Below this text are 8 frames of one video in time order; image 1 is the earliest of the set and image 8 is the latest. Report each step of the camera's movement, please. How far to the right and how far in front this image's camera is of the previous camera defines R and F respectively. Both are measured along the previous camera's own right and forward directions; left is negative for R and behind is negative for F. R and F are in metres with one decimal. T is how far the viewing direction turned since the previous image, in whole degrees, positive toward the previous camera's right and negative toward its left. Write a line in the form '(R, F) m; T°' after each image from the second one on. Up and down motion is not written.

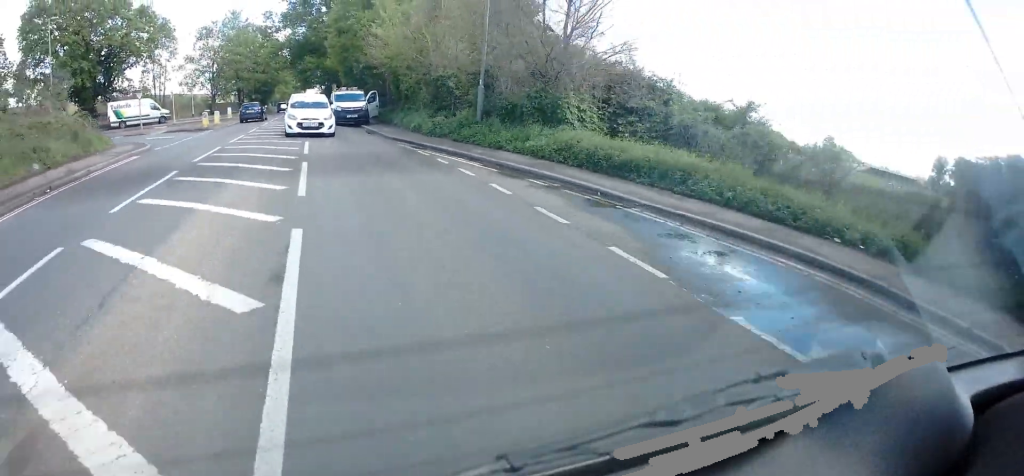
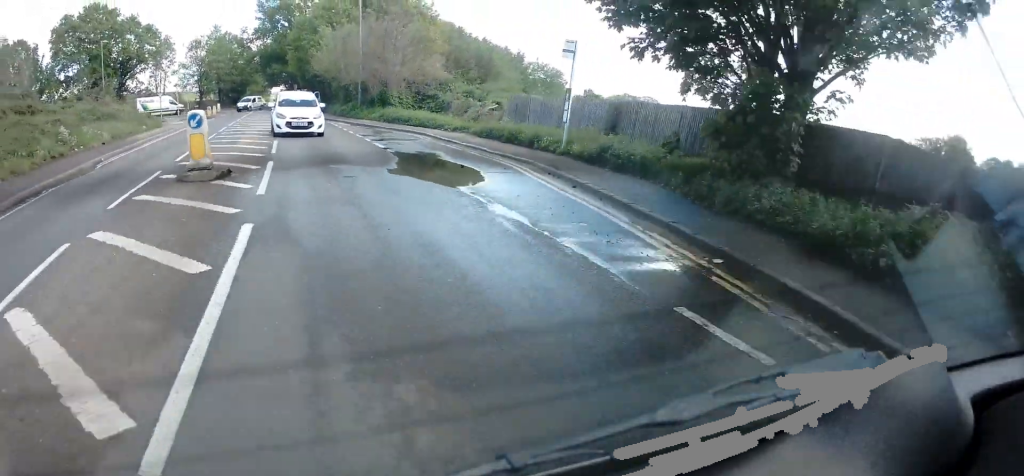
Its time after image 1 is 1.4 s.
(+0.7, +18.3) m; +4°
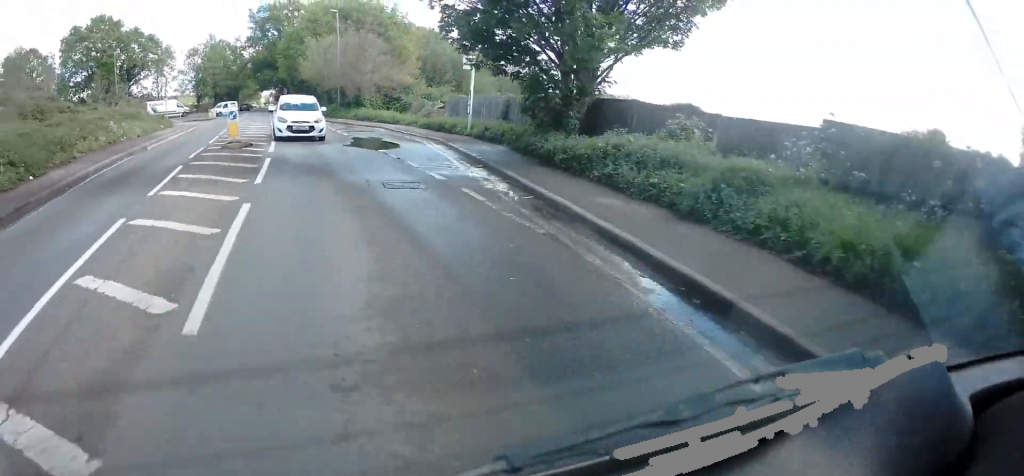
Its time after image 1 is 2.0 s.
(+0.1, +7.3) m; +1°
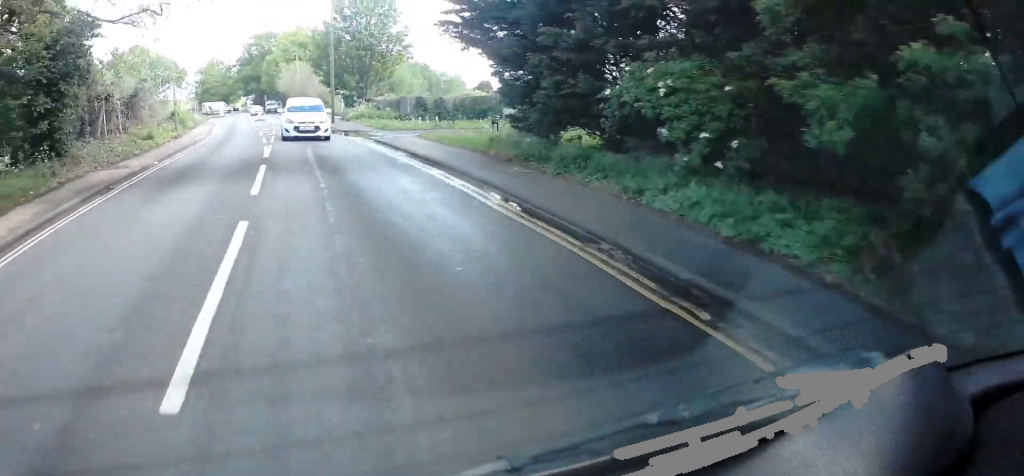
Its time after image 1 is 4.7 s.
(+1.3, +35.8) m; +3°
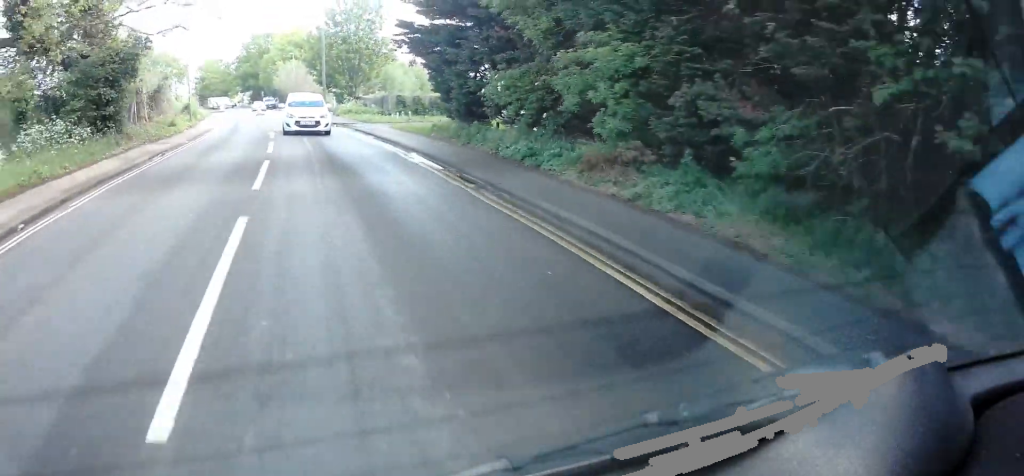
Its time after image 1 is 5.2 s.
(0.0, +5.8) m; 0°
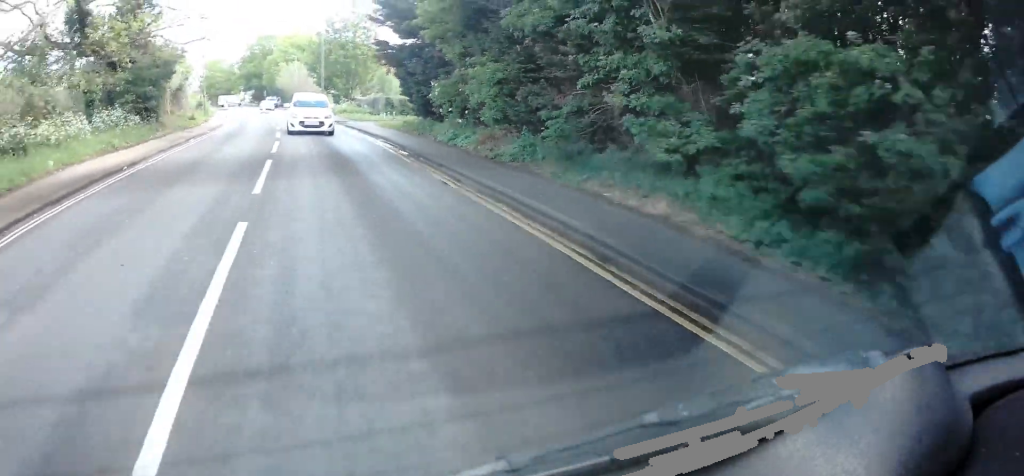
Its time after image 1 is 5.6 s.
(-0.1, +5.8) m; 0°
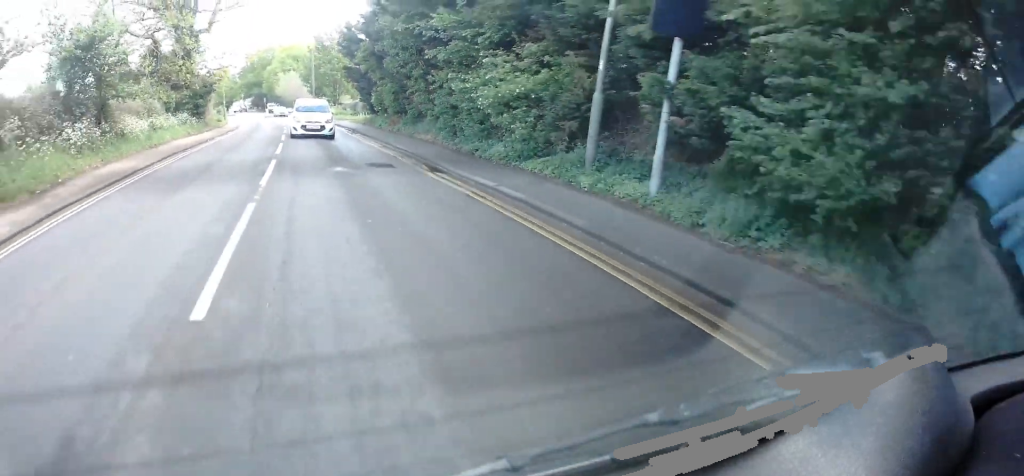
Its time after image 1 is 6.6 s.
(+0.2, +13.9) m; 0°
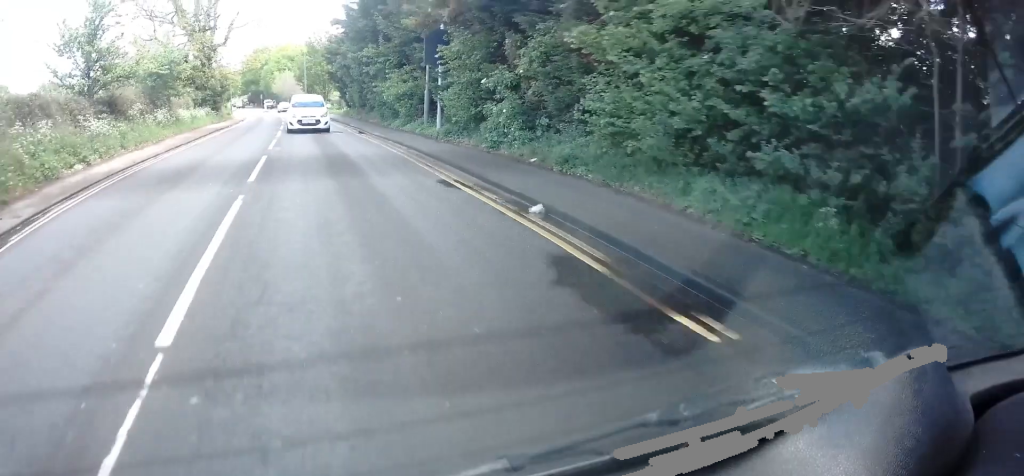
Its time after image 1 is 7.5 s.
(-0.2, +11.5) m; 0°
